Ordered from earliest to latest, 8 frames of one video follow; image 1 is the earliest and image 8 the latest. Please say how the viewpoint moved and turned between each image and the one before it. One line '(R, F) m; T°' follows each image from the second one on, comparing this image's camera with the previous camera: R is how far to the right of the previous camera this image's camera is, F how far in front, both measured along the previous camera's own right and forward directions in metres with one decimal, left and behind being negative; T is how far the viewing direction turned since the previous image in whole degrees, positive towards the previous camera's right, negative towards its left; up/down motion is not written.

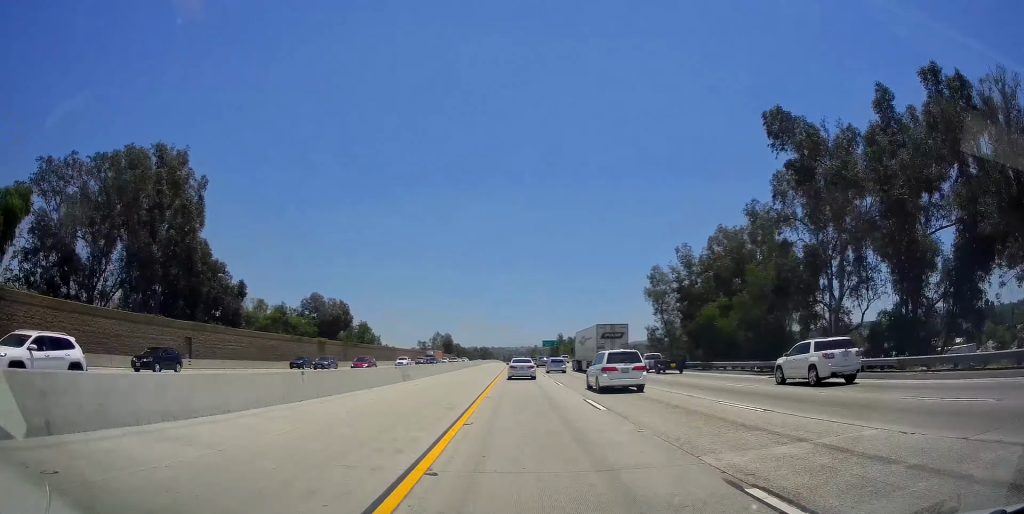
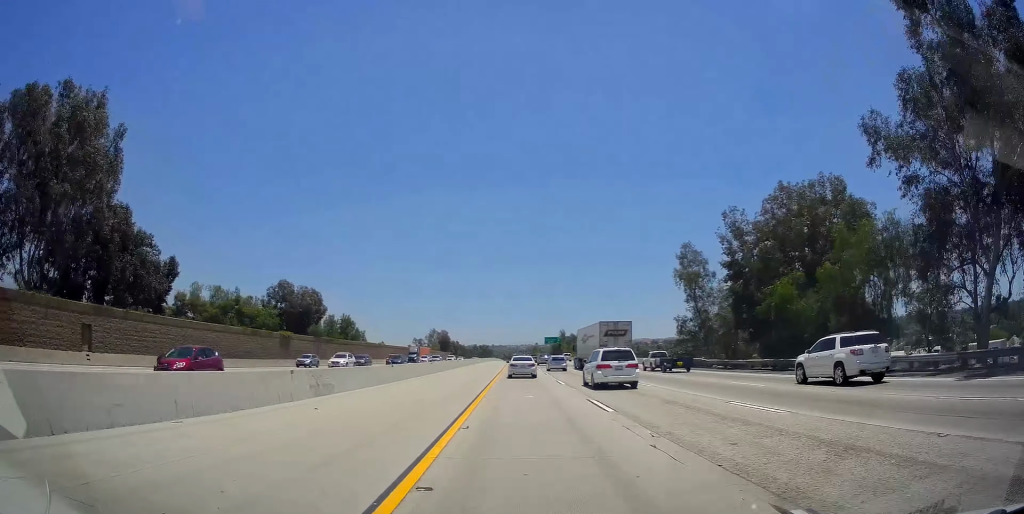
(-0.2, +15.7) m; 0°
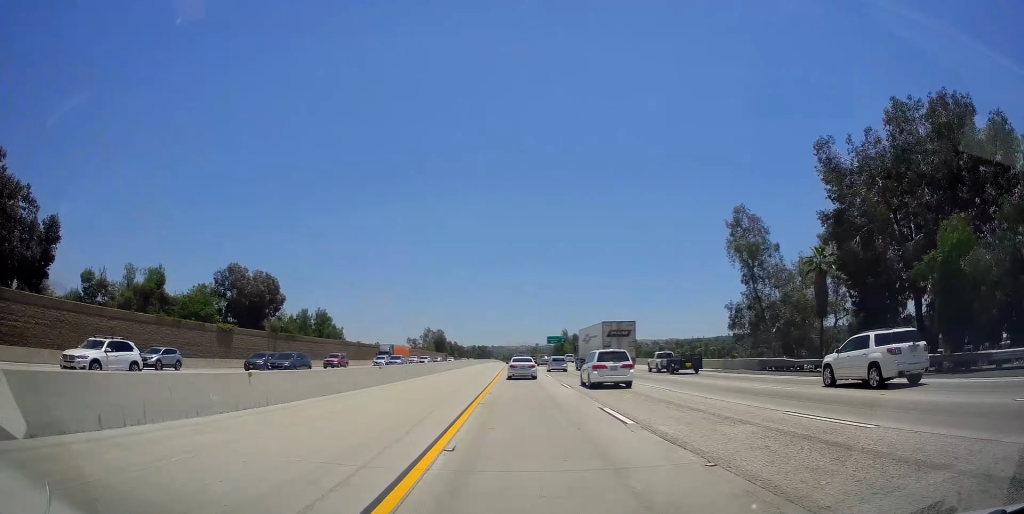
(-0.1, +16.8) m; 0°
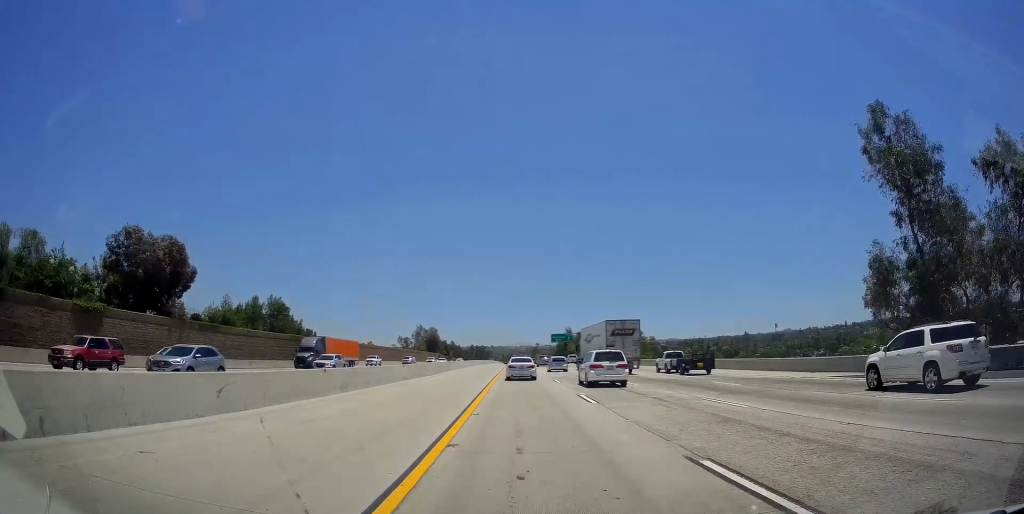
(0.0, +24.2) m; 0°
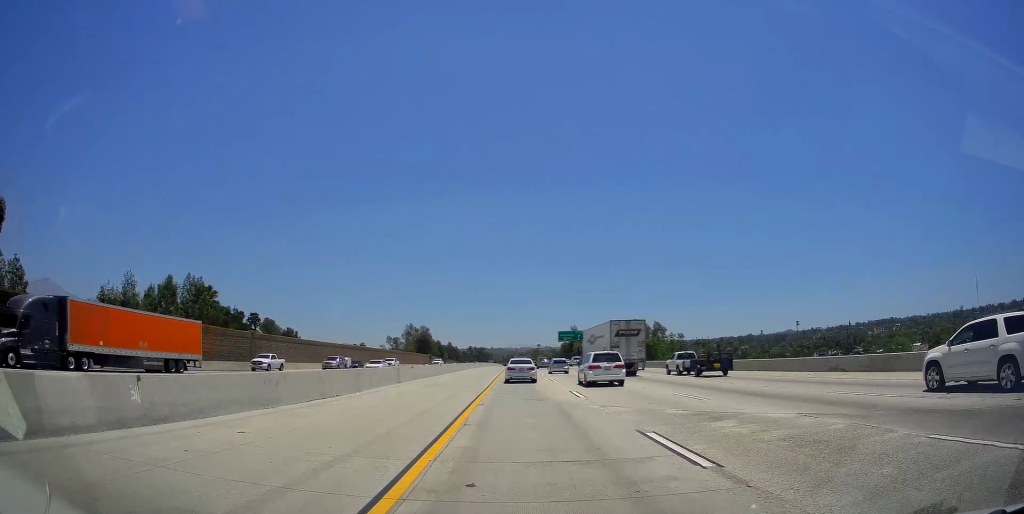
(0.0, +26.9) m; 0°
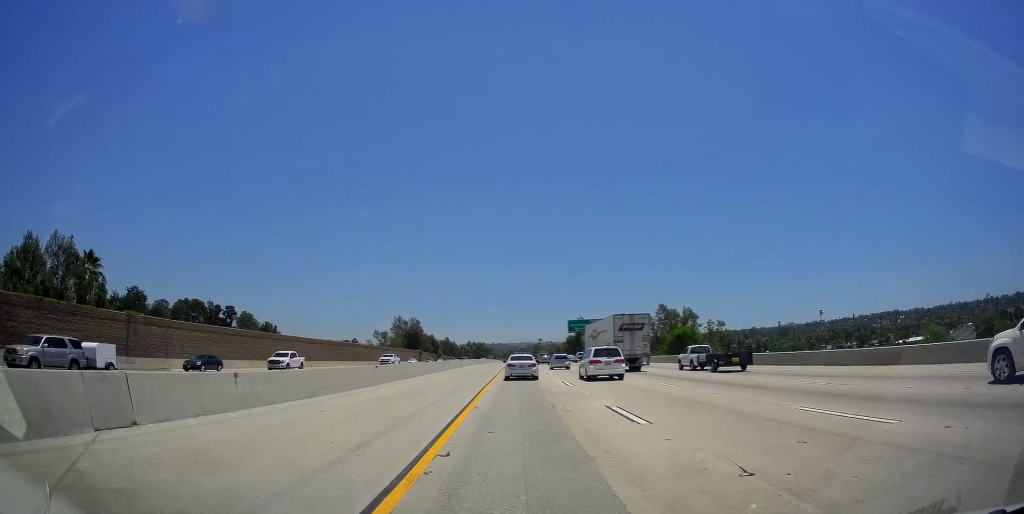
(0.0, +24.6) m; 0°
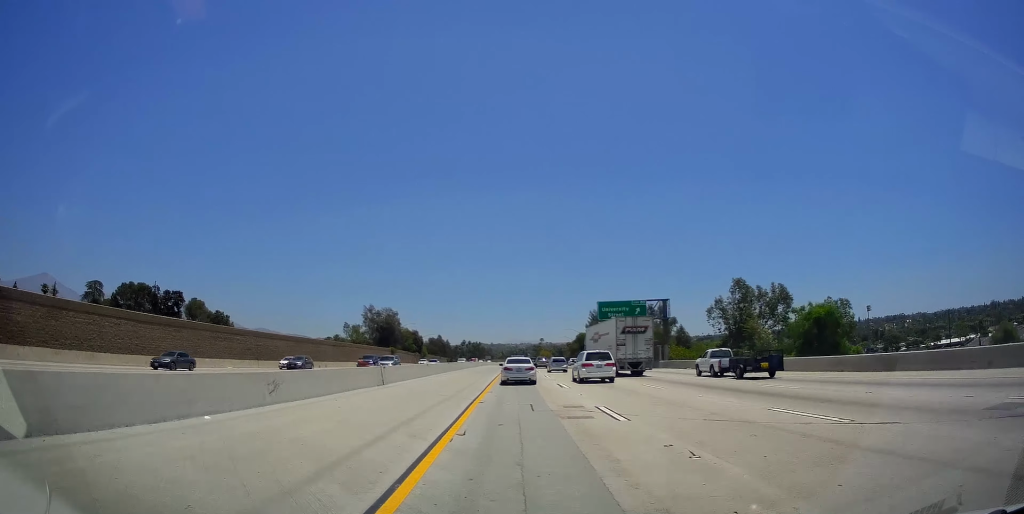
(0.0, +41.1) m; 0°
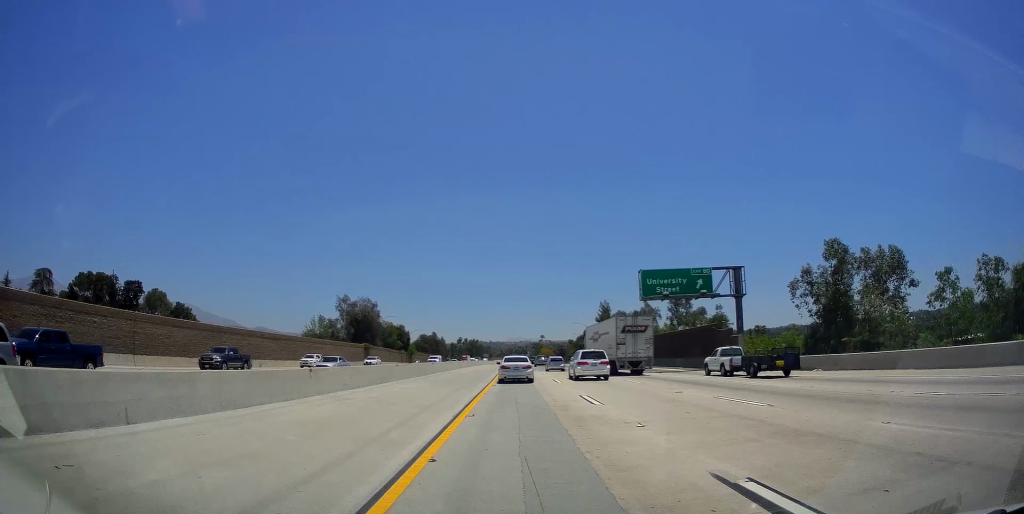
(0.0, +25.3) m; 0°
